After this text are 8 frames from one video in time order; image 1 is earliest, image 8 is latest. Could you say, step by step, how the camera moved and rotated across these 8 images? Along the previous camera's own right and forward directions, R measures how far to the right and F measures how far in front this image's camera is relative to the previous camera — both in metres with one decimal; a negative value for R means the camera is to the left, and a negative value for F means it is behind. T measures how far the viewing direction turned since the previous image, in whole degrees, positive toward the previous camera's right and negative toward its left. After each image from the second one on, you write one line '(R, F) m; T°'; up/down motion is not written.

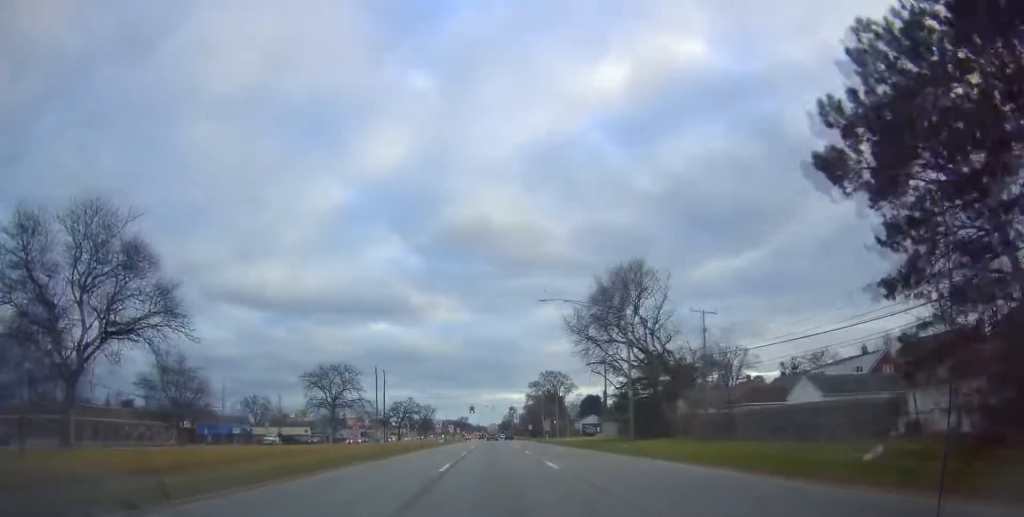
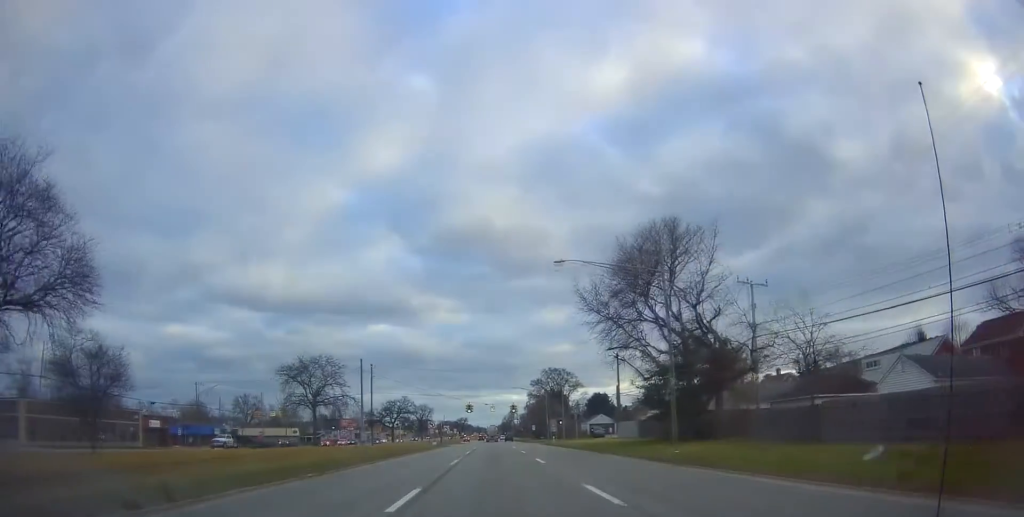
(-0.1, +9.9) m; 0°
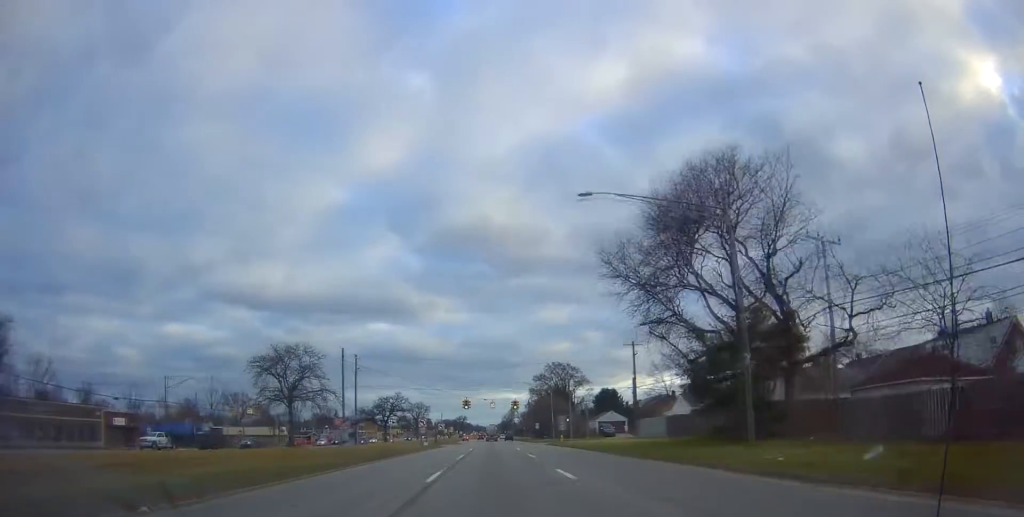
(-0.3, +9.9) m; -1°
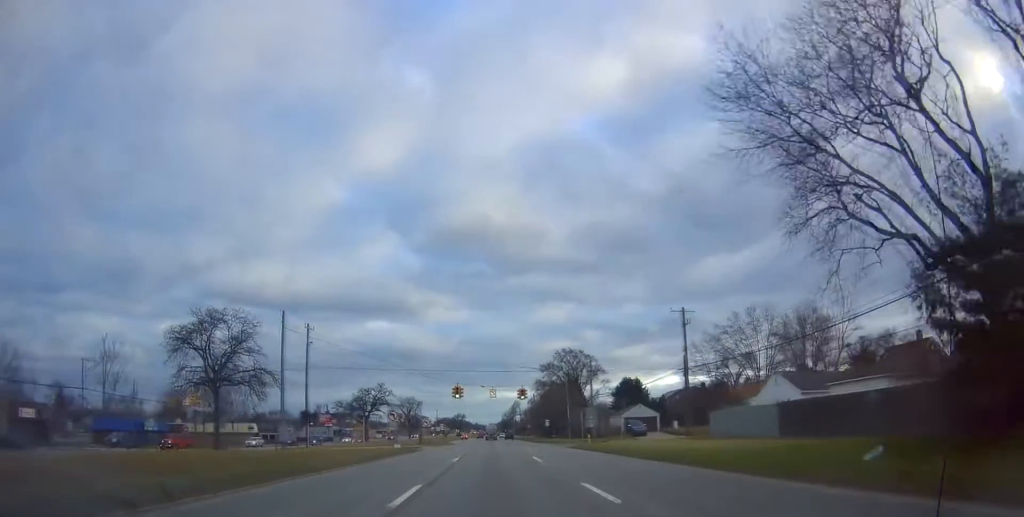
(+0.1, +20.0) m; 0°
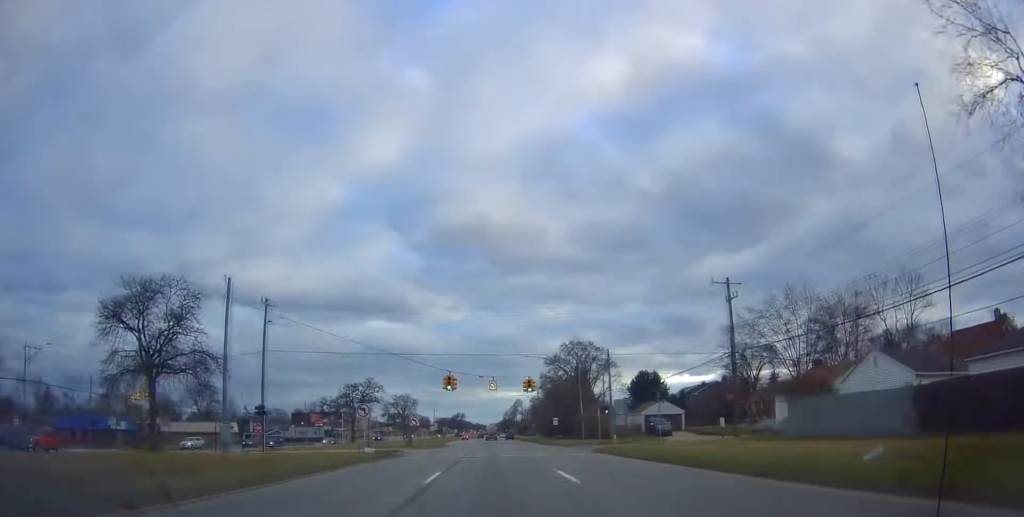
(-0.1, +10.8) m; 0°
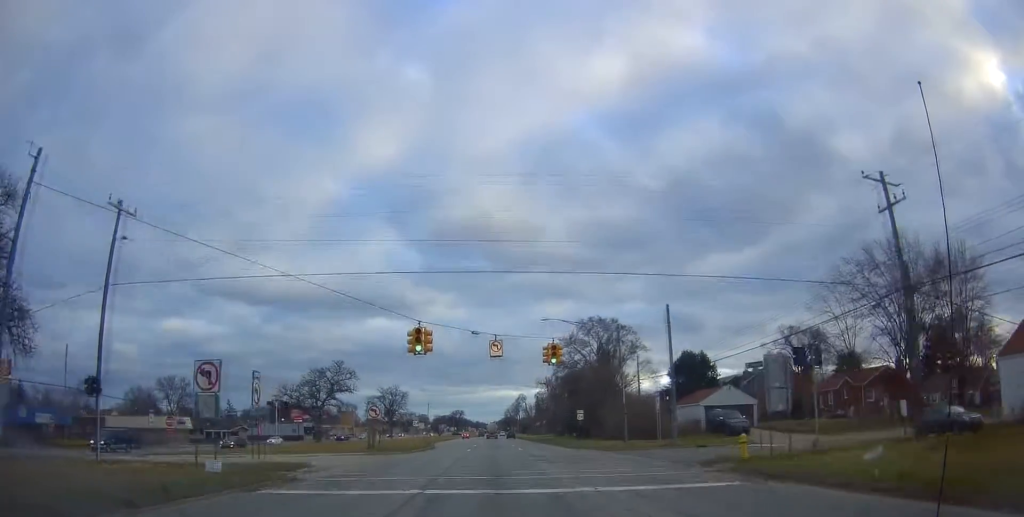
(+0.1, +20.2) m; +2°
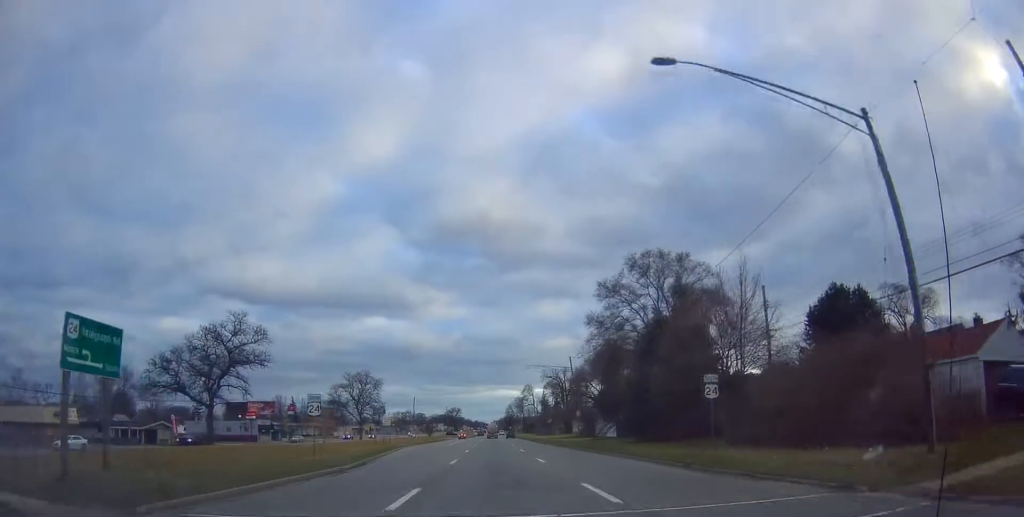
(+0.6, +32.6) m; 0°
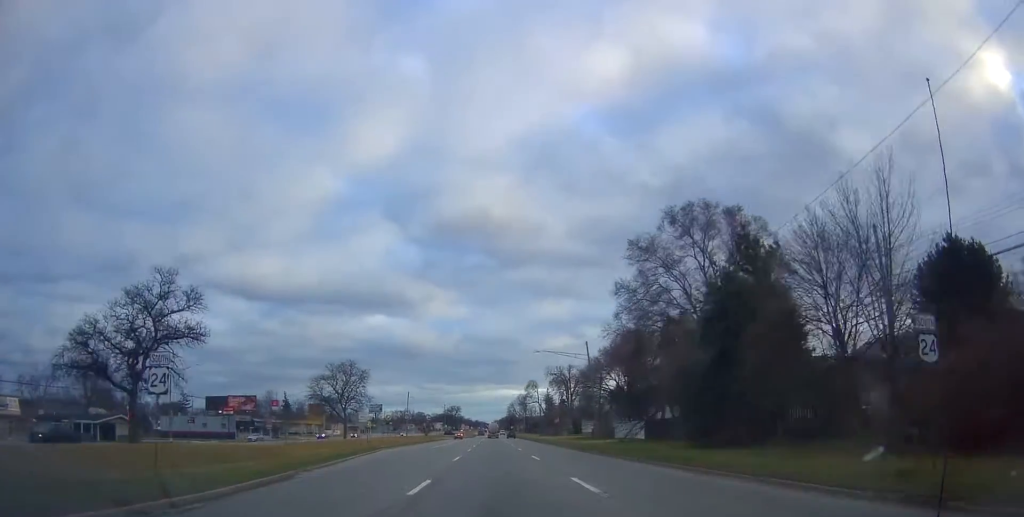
(-0.3, +12.5) m; 0°
